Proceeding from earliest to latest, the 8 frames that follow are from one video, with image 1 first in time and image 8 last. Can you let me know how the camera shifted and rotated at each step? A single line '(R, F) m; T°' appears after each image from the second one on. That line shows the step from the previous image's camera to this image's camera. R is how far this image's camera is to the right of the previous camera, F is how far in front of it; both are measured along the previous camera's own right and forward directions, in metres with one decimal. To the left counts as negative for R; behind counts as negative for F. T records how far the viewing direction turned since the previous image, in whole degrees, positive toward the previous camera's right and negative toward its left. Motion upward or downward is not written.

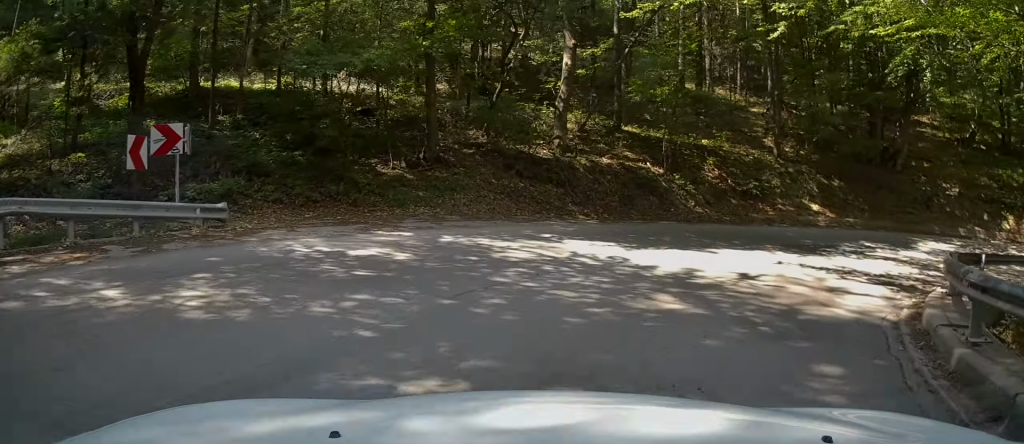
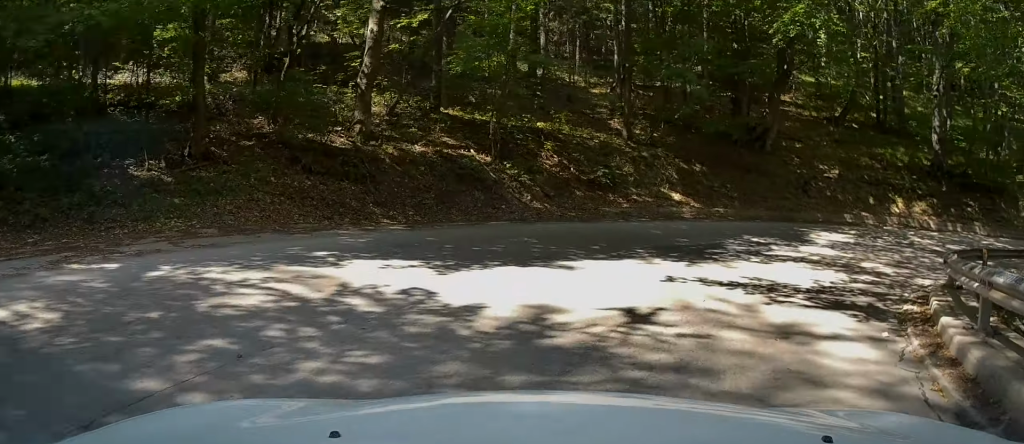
(+0.6, +4.1) m; +18°
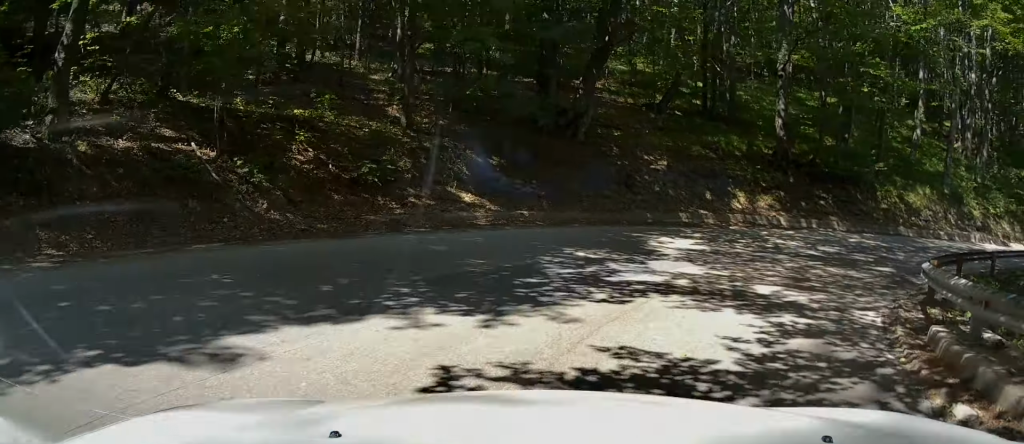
(+0.8, +4.3) m; +12°
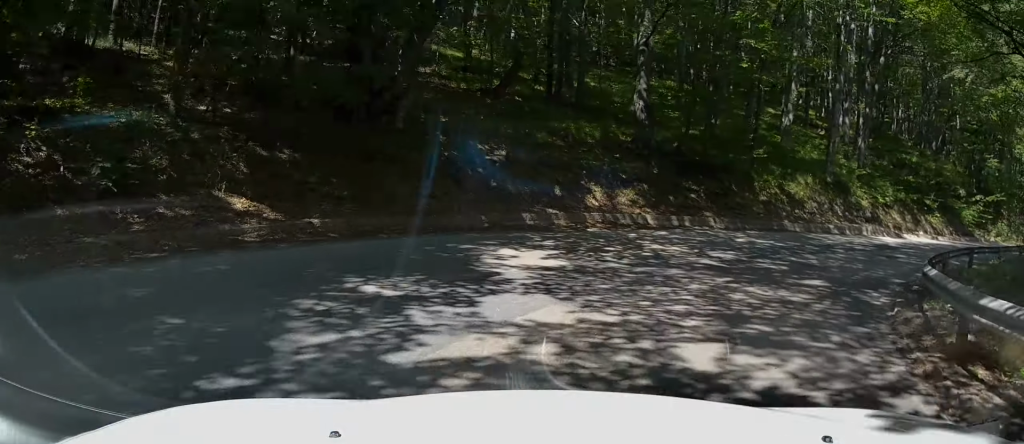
(+0.3, +3.7) m; +11°
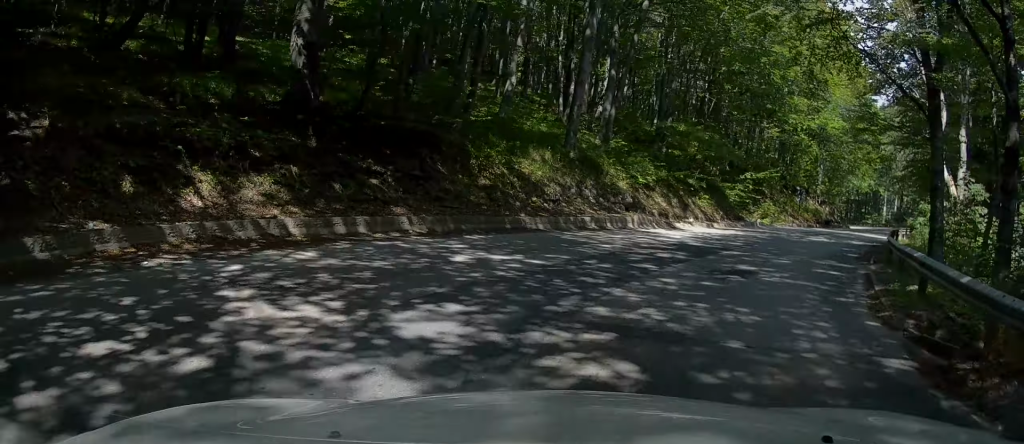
(+1.4, +7.2) m; +25°
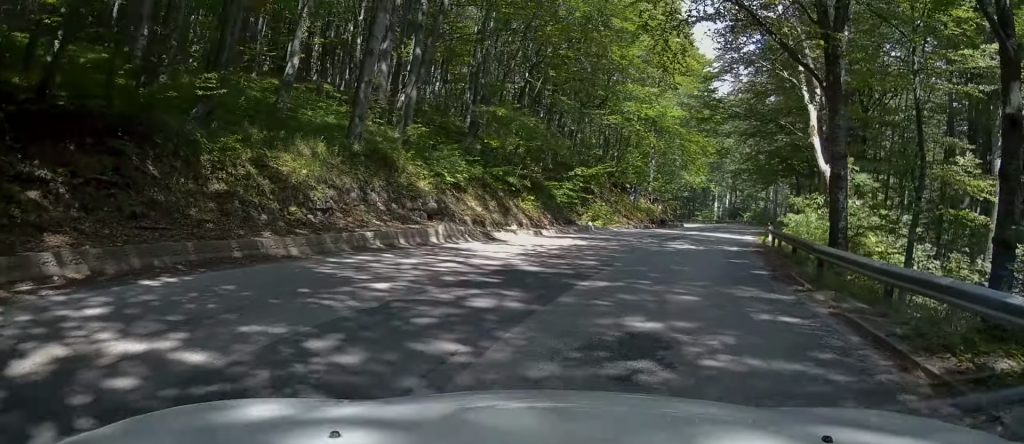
(+0.4, +5.2) m; +18°
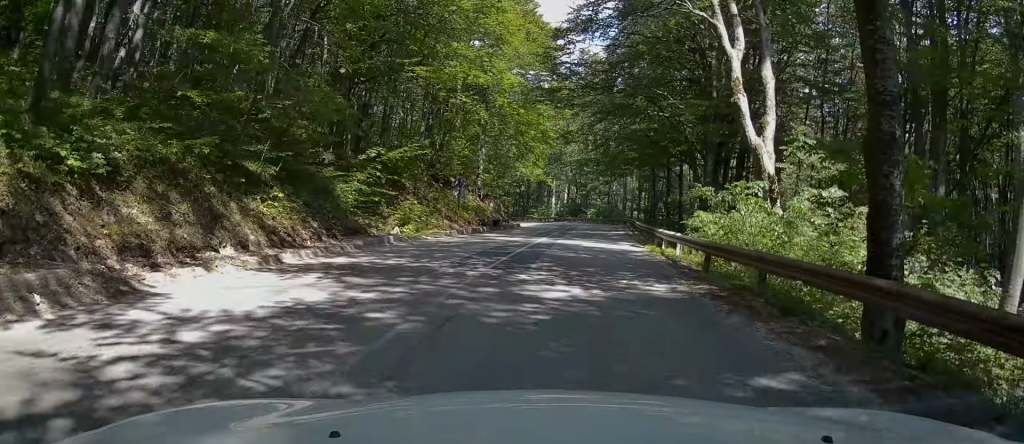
(+2.6, +8.3) m; +27°
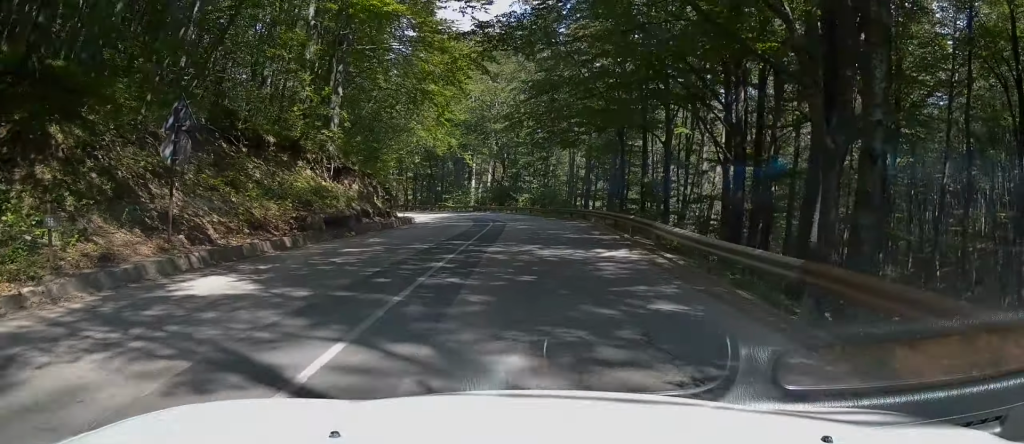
(-1.8, +17.5) m; -19°
